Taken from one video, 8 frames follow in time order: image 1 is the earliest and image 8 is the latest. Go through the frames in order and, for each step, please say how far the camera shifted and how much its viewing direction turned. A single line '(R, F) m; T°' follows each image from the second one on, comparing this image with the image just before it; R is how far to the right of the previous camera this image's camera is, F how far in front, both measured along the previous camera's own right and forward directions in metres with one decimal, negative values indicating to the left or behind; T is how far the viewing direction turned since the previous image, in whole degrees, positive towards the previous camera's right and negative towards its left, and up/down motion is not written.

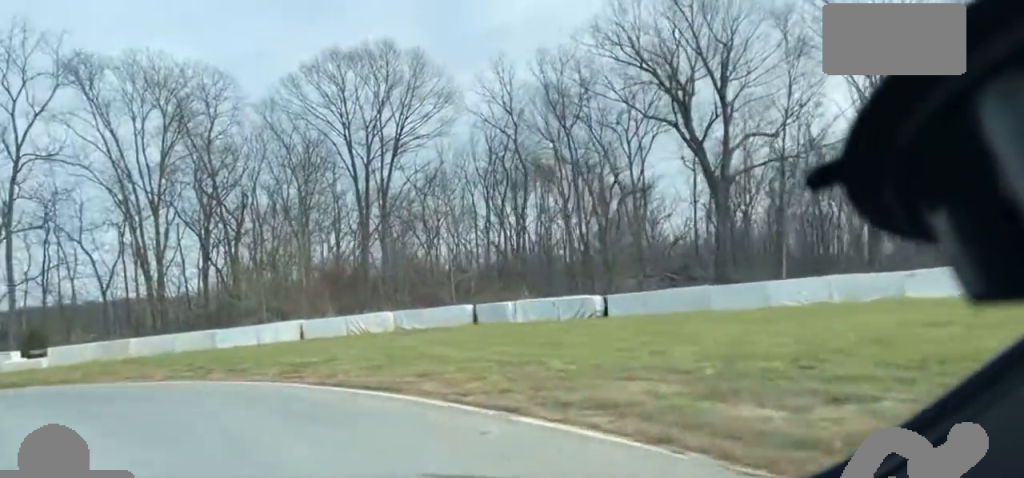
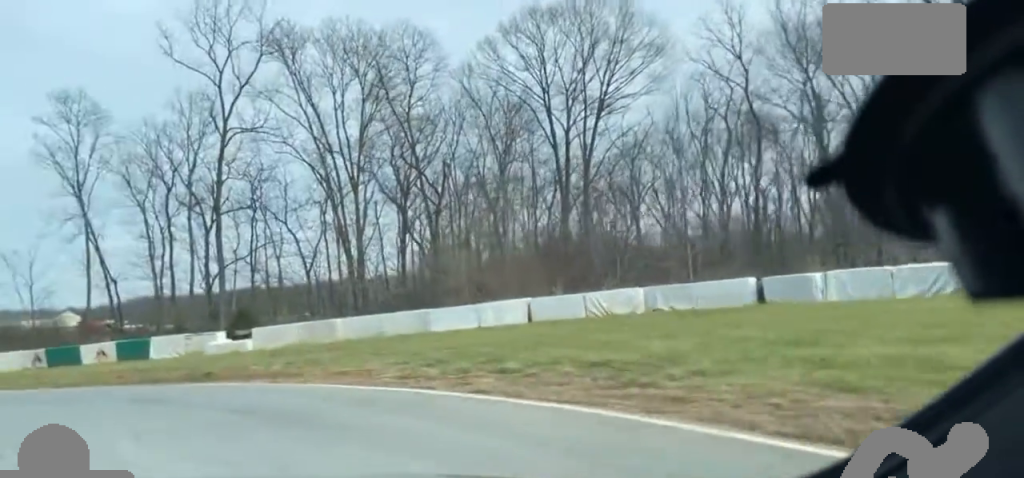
(-0.2, +8.8) m; -15°
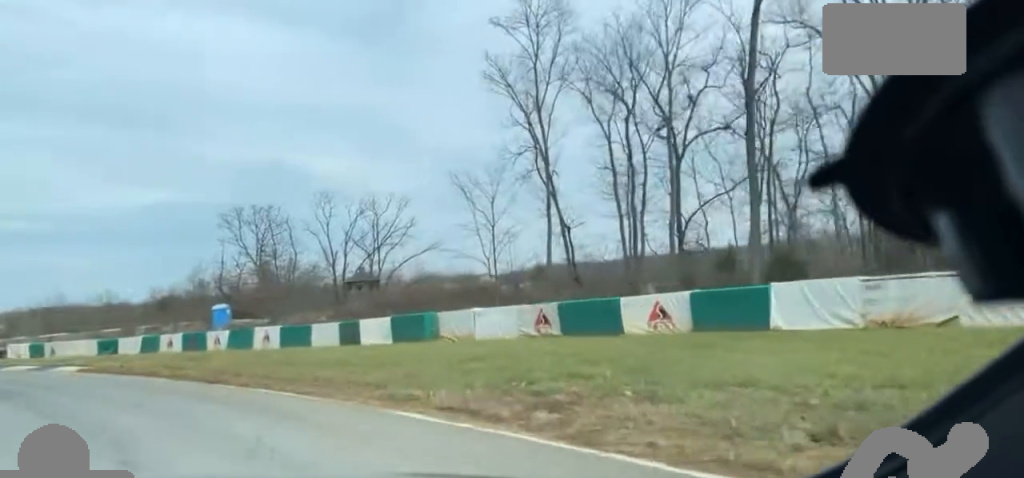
(-7.8, +23.7) m; -30°
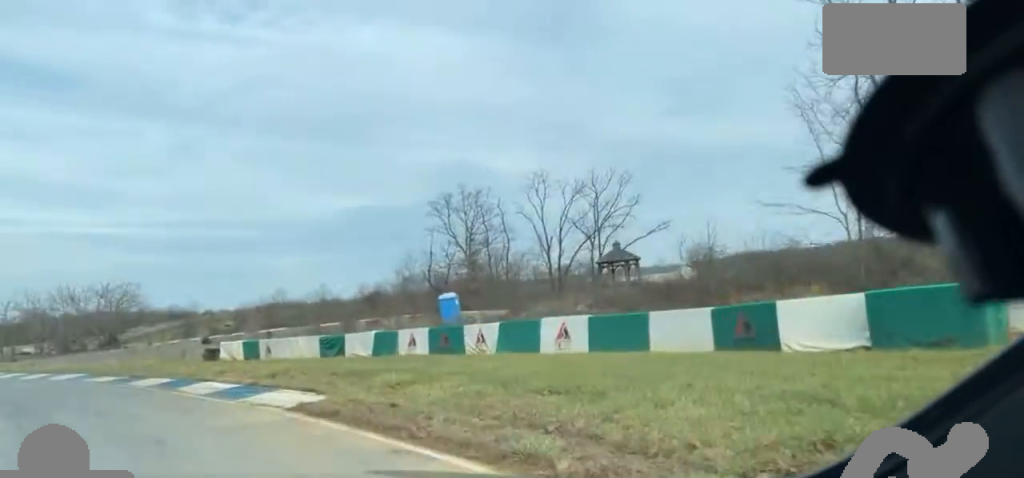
(-1.8, +15.6) m; -10°
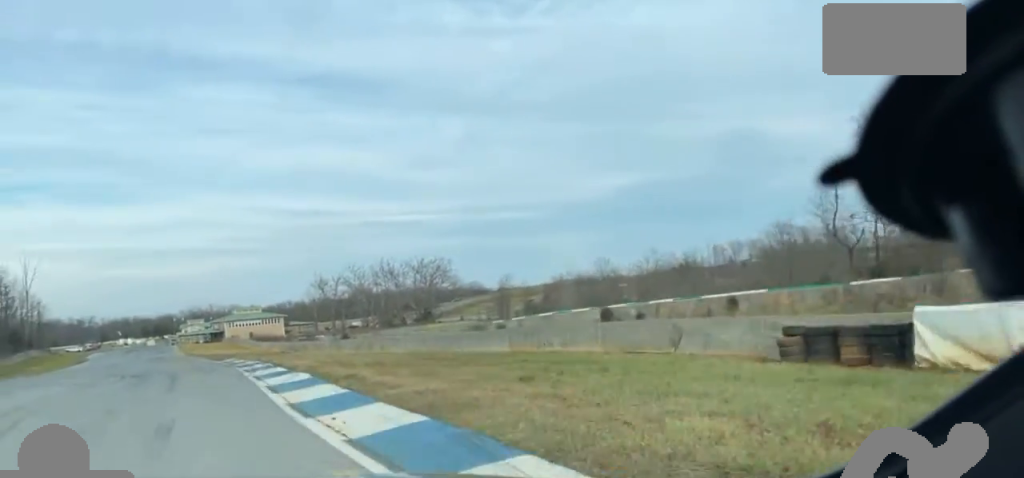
(-4.6, +32.1) m; -14°
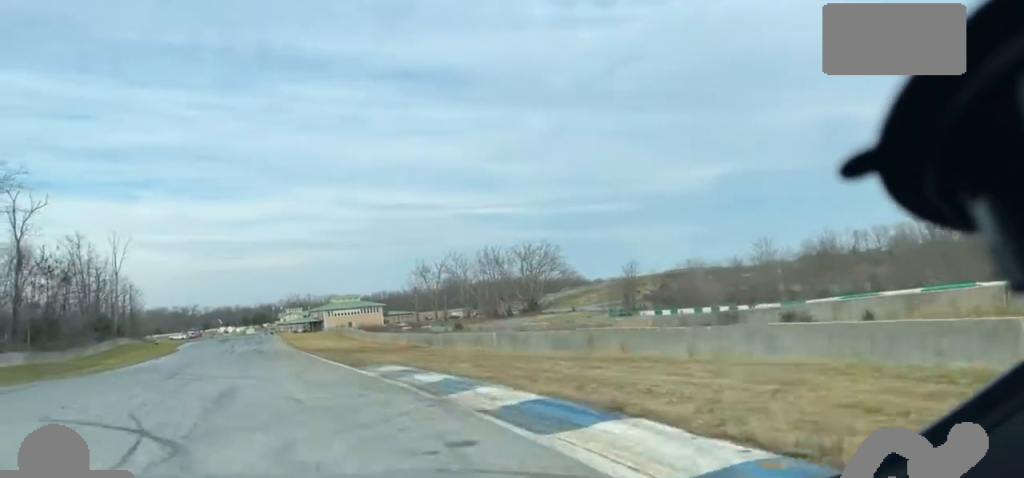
(-1.6, +23.3) m; -5°
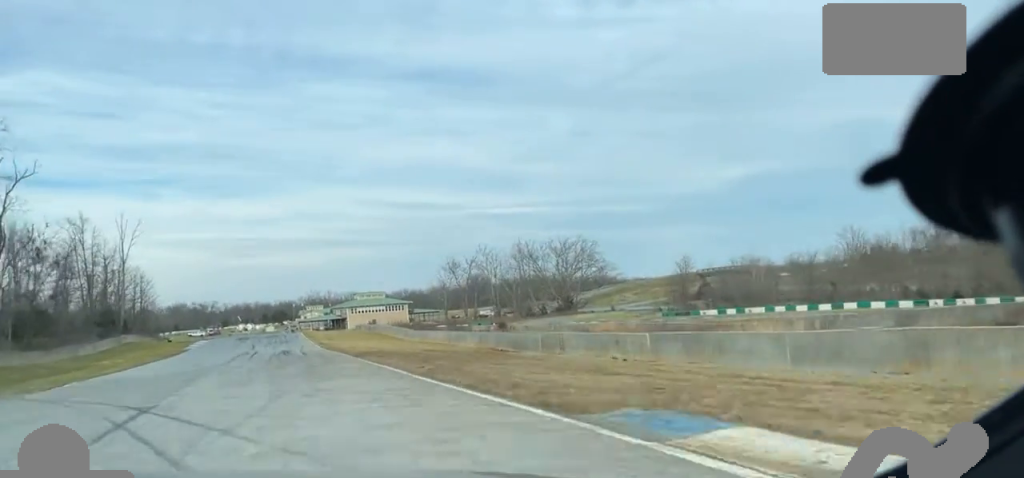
(-0.3, +15.5) m; 0°
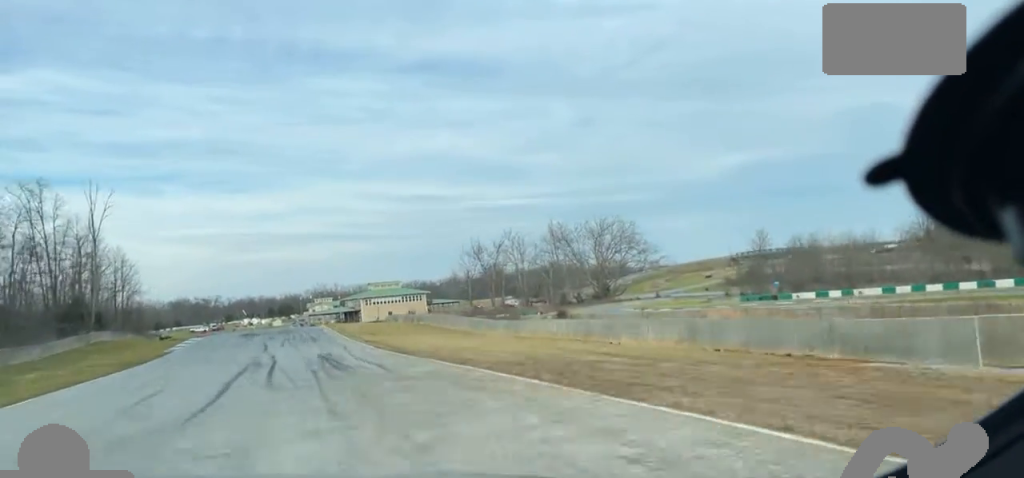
(-0.1, +23.7) m; 0°
